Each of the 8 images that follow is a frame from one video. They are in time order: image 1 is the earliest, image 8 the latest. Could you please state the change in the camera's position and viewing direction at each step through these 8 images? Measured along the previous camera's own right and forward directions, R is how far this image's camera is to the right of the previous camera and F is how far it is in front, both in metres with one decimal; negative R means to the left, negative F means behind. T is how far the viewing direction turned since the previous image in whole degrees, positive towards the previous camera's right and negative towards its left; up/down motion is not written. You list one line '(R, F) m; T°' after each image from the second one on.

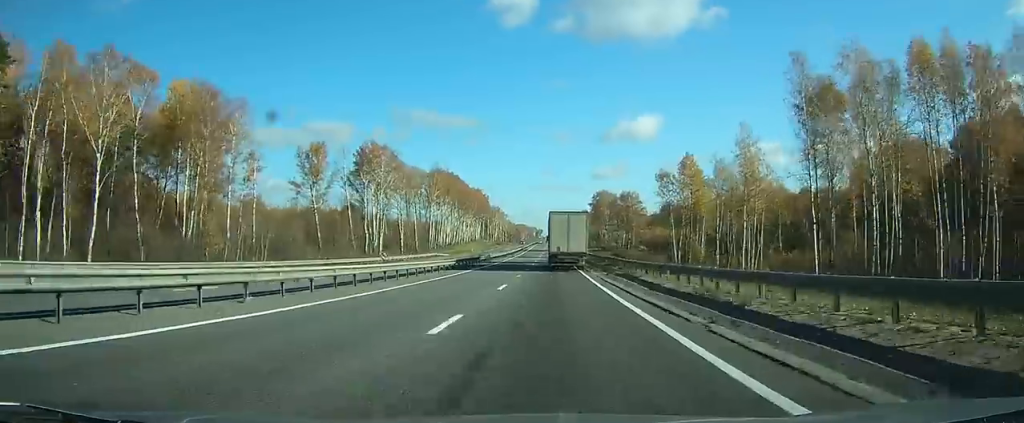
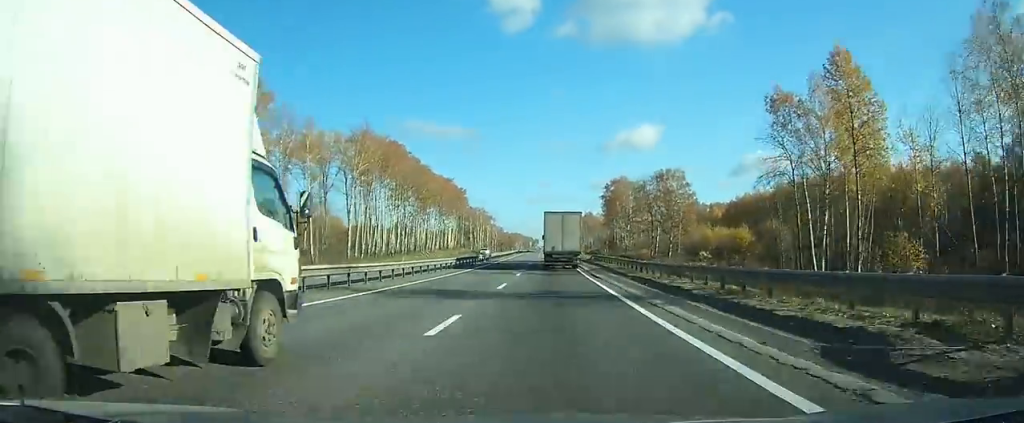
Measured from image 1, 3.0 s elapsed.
(0.0, +72.6) m; 0°
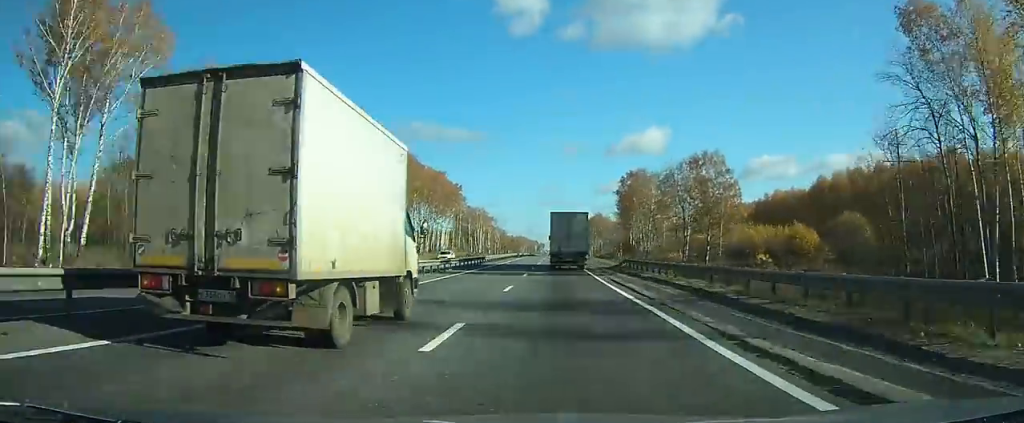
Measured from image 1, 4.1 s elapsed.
(0.0, +25.2) m; 0°
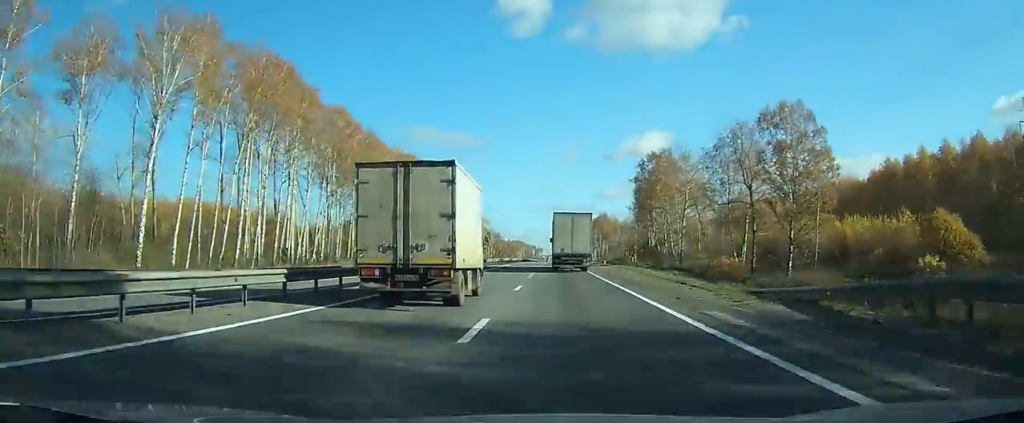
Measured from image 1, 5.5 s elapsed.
(0.0, +33.9) m; 0°
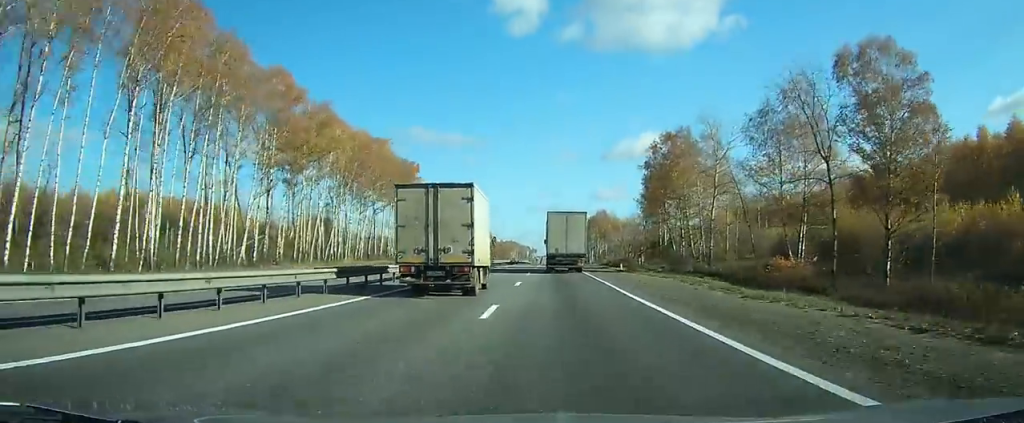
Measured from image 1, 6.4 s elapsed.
(0.0, +19.8) m; 0°
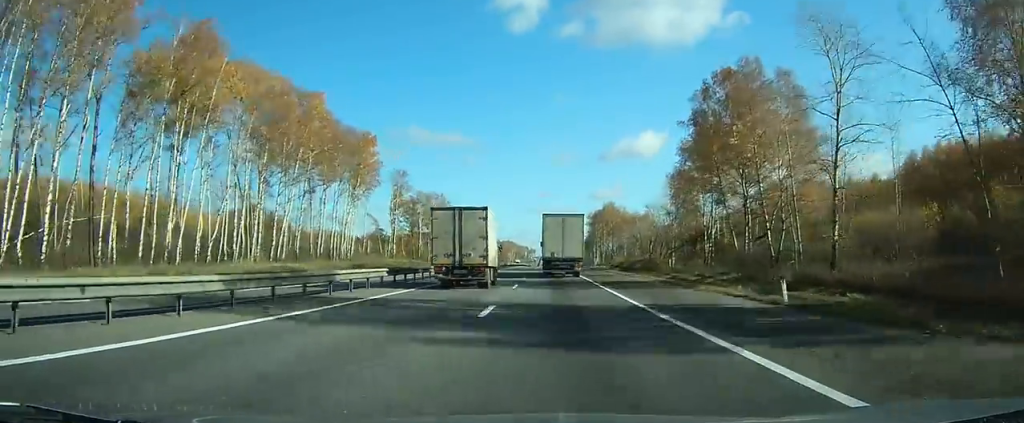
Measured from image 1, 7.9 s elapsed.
(+0.1, +33.3) m; 0°
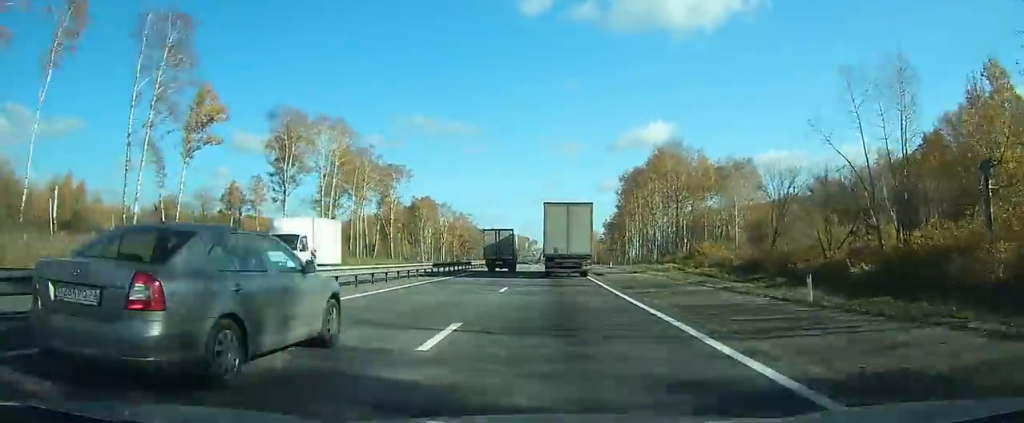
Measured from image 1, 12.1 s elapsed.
(+0.2, +103.6) m; 0°
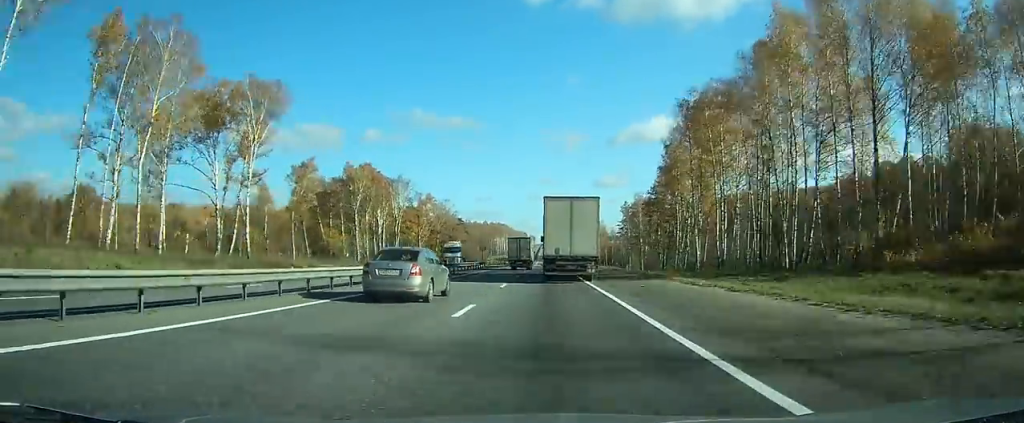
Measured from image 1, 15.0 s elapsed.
(+0.1, +67.1) m; 0°
